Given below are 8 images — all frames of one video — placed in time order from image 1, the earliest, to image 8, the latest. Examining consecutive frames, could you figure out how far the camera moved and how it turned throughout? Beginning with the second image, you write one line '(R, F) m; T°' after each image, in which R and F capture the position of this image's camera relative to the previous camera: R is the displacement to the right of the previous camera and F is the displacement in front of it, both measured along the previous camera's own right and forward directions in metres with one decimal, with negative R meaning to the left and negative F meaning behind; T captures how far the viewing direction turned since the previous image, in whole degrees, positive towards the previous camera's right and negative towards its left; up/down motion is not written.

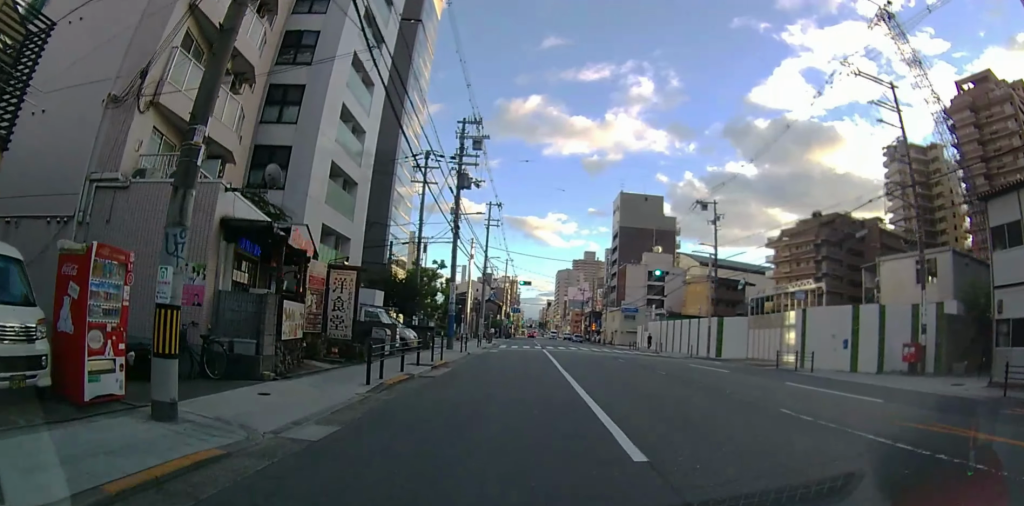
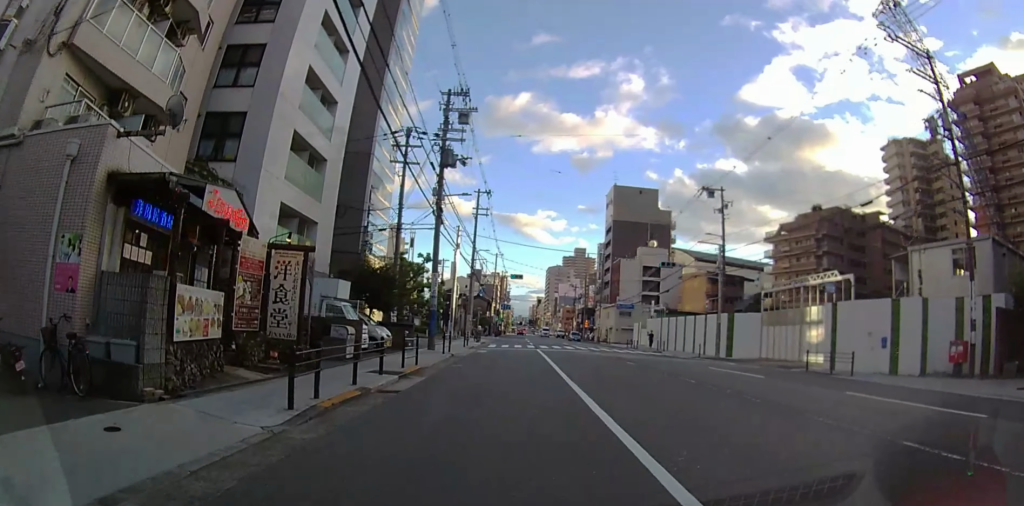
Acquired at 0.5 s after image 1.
(0.0, +3.8) m; 0°
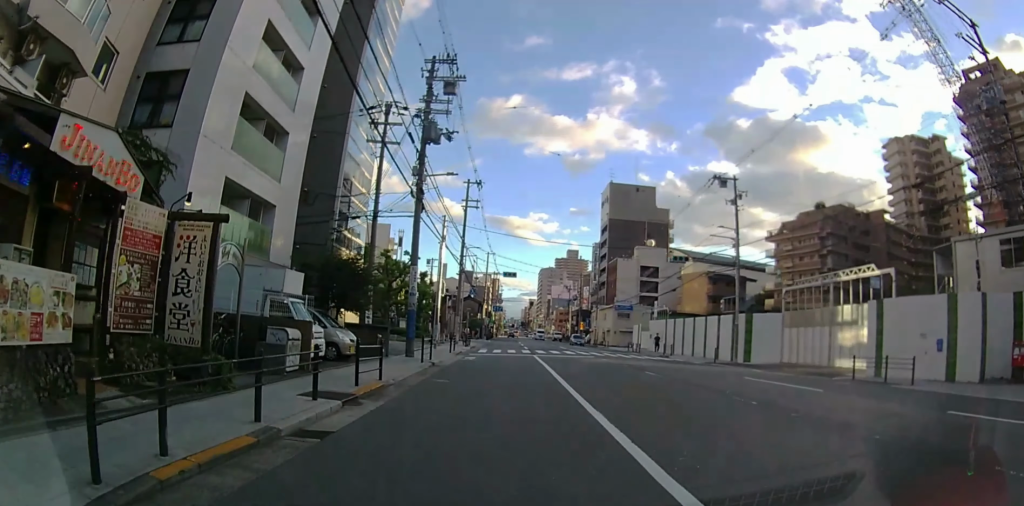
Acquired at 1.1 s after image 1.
(0.0, +4.3) m; 0°
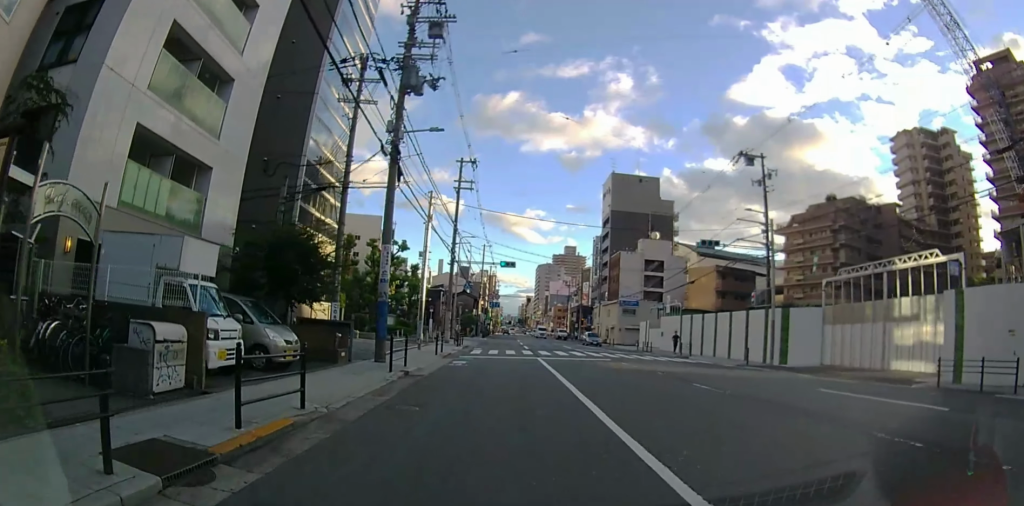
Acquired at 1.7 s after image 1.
(0.0, +5.1) m; 0°
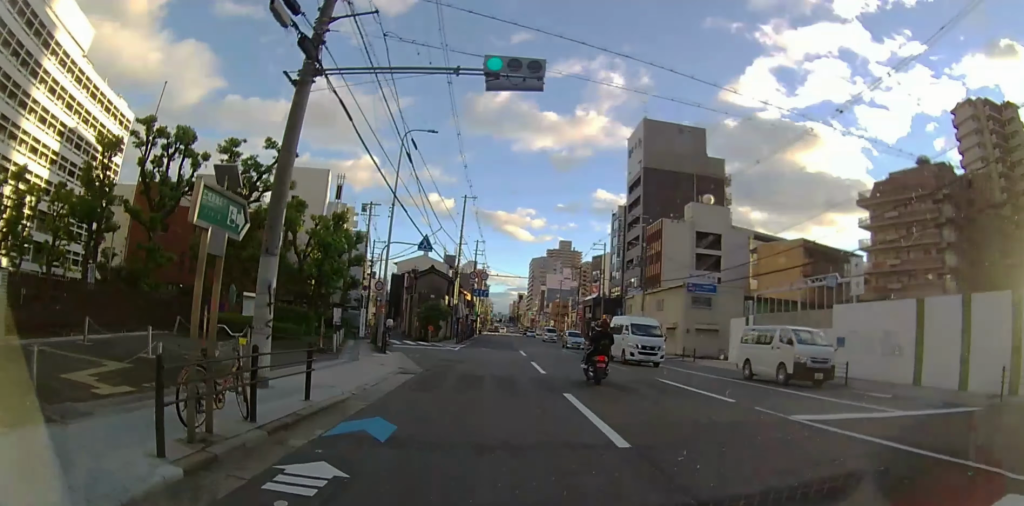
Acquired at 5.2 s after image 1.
(+0.5, +28.1) m; +2°
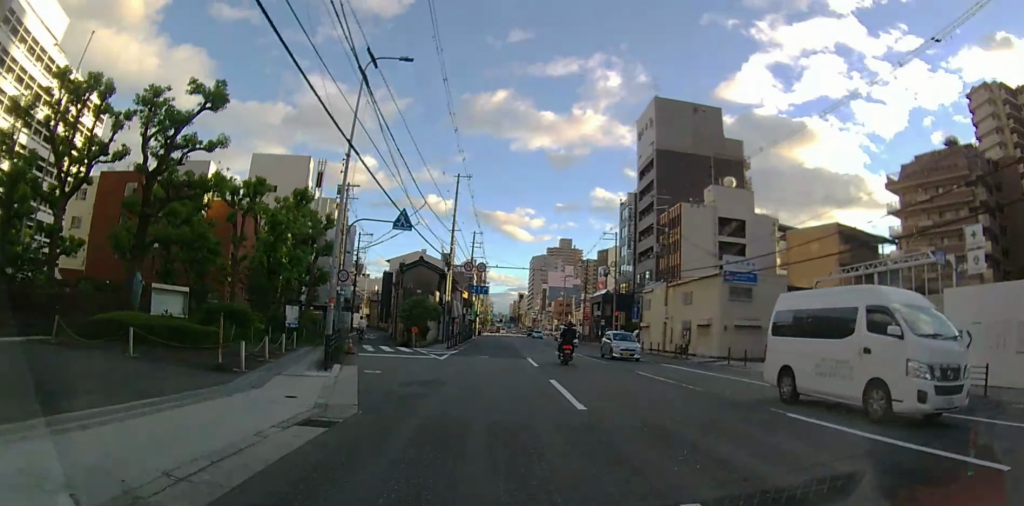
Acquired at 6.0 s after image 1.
(0.0, +7.1) m; 0°
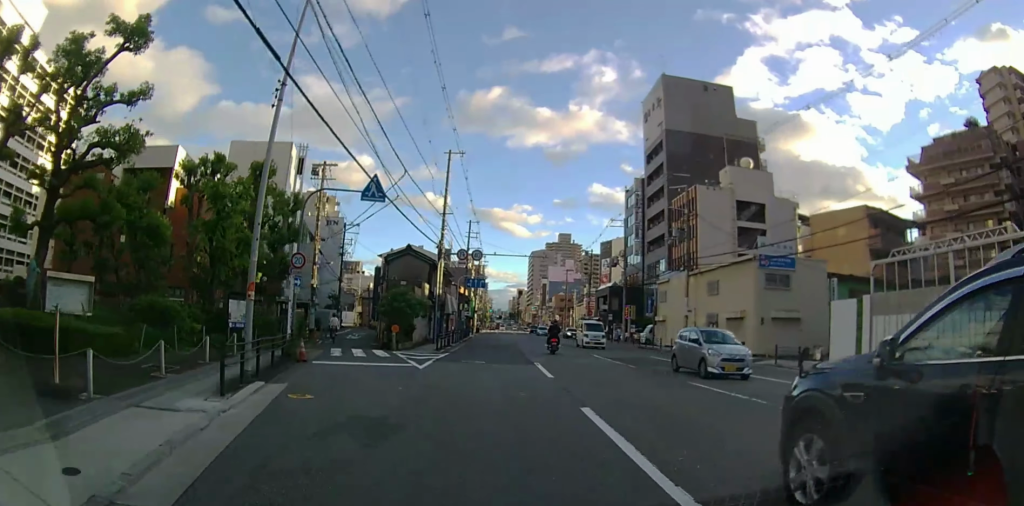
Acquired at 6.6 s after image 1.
(0.0, +5.5) m; 0°
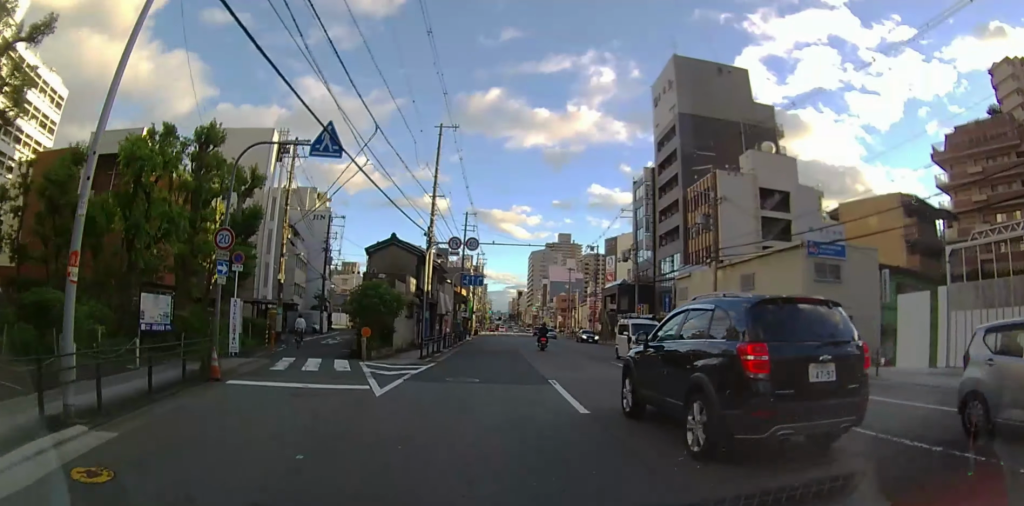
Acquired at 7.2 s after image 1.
(+0.1, +5.2) m; 0°
